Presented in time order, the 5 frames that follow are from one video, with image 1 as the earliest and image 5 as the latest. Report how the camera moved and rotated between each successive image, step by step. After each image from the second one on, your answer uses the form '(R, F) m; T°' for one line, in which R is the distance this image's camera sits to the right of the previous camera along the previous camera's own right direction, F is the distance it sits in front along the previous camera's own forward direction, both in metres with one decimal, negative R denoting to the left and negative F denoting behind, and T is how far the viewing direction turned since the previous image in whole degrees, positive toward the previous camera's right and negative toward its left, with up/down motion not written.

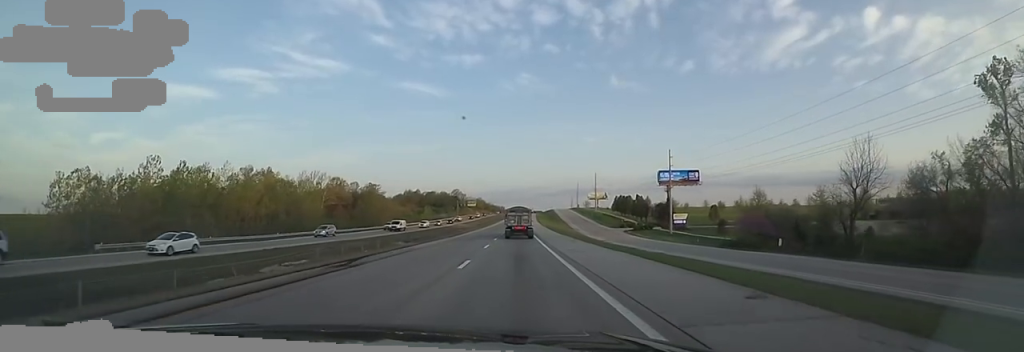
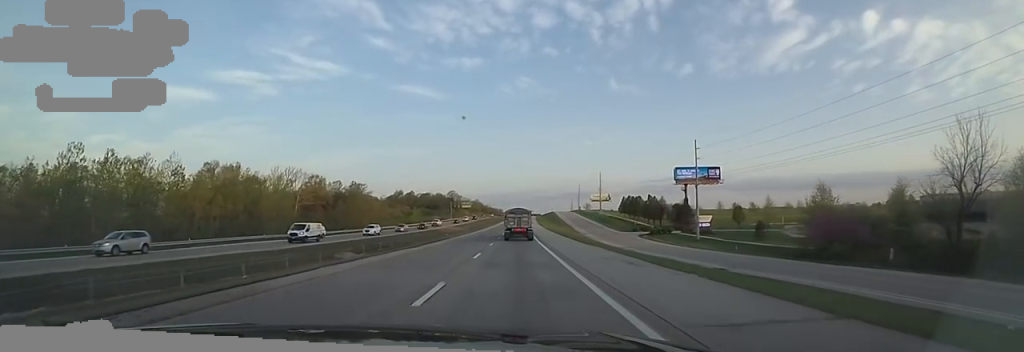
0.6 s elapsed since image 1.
(+0.3, +18.8) m; 0°
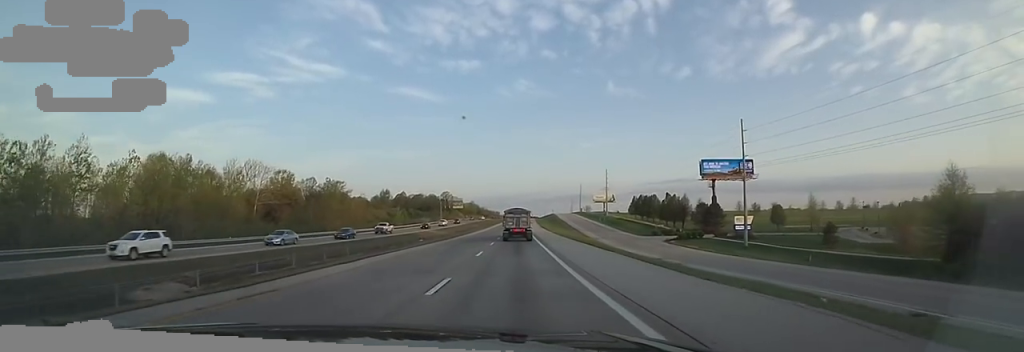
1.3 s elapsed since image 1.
(+0.5, +22.8) m; 0°
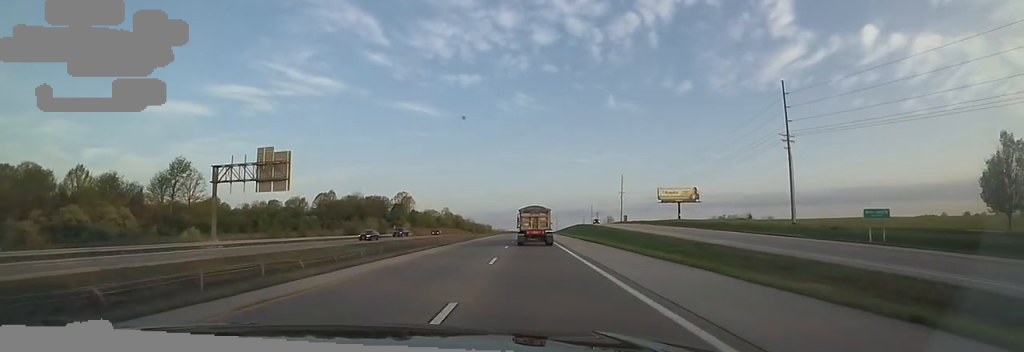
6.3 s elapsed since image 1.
(+1.3, +148.1) m; +2°
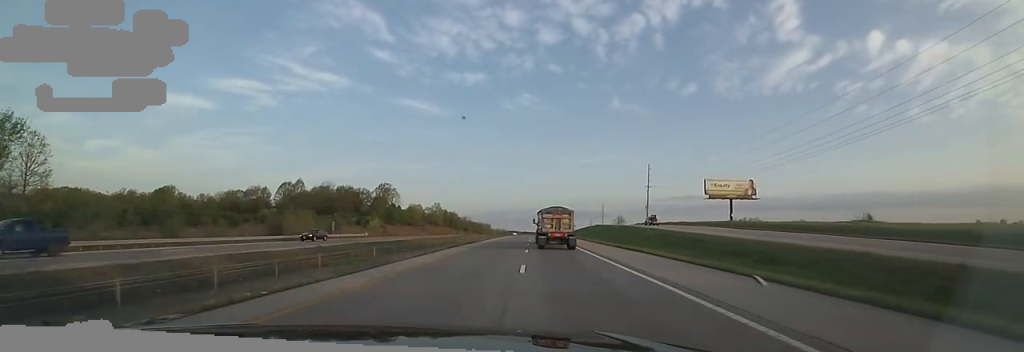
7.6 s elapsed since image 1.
(-1.1, +40.6) m; -3°
